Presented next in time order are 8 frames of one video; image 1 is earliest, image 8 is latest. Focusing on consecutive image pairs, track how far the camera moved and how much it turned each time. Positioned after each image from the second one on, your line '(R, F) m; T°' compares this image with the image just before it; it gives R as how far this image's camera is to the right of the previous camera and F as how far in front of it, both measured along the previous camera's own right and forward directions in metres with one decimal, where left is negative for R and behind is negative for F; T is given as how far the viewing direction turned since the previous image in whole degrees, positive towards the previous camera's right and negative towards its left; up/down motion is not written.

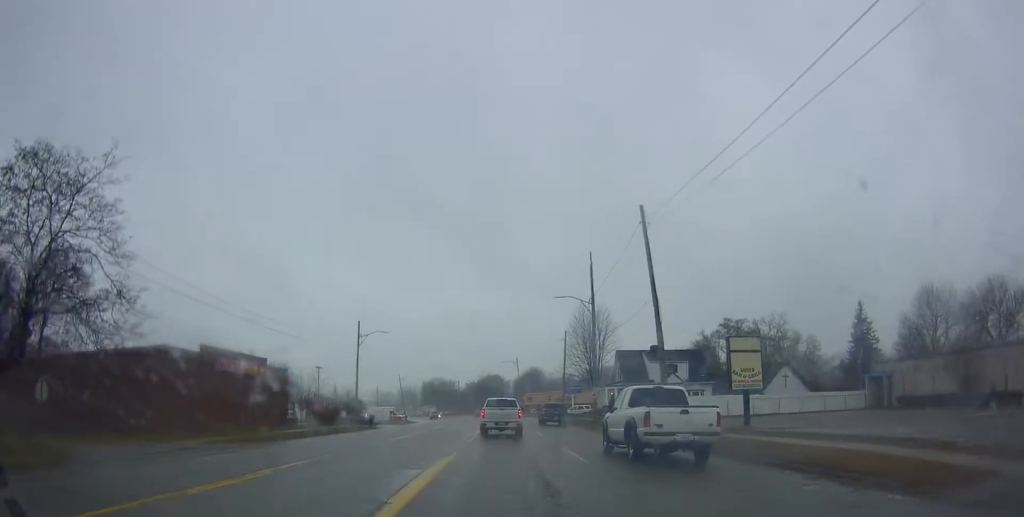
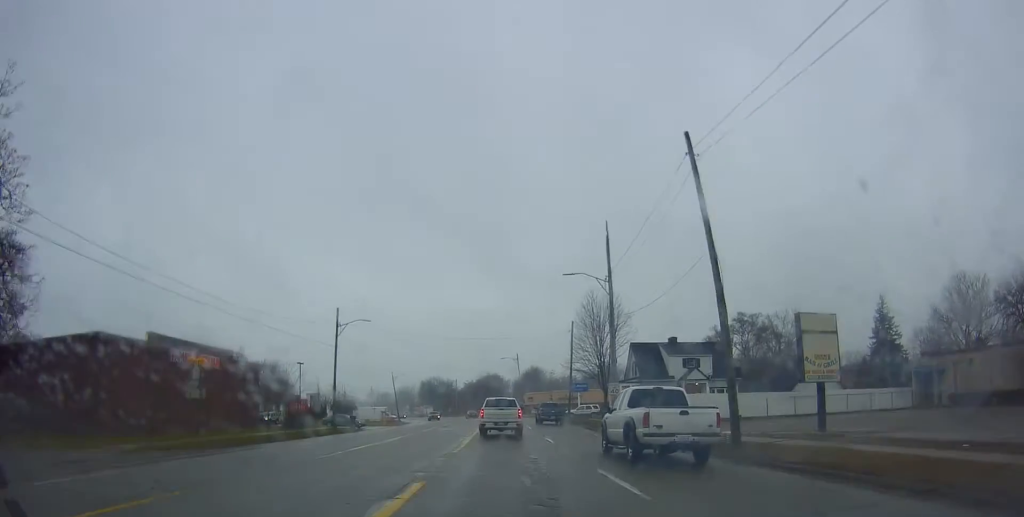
(0.0, +7.7) m; 0°
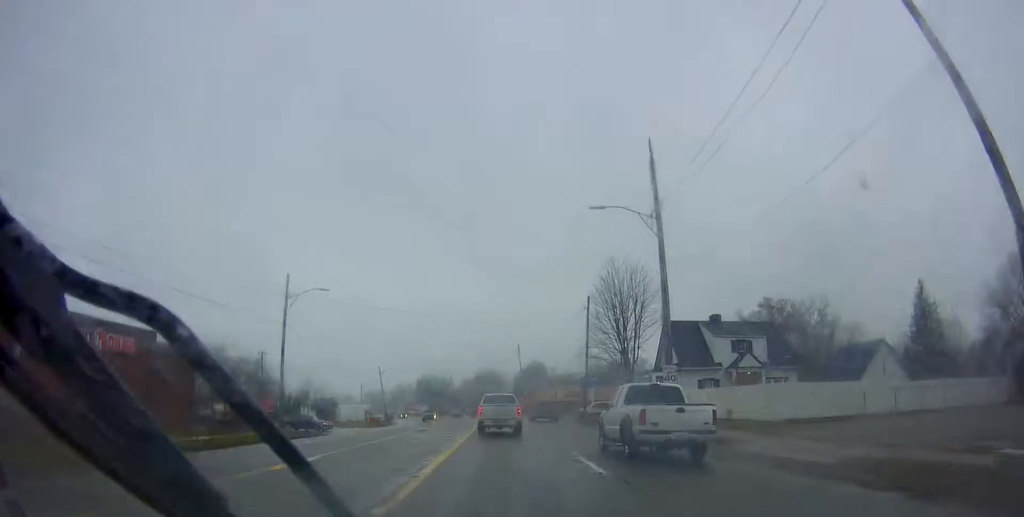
(0.0, +12.4) m; -1°
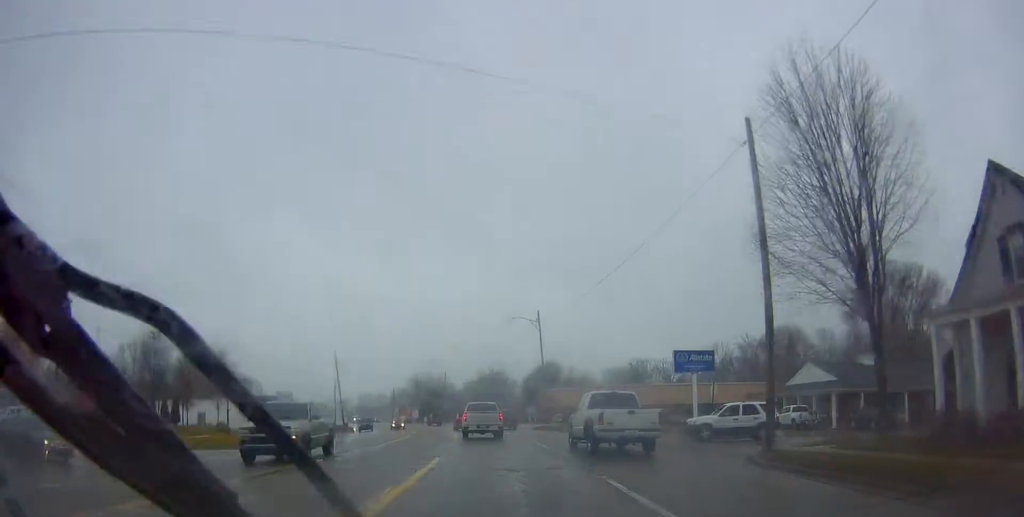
(+0.1, +34.2) m; 0°
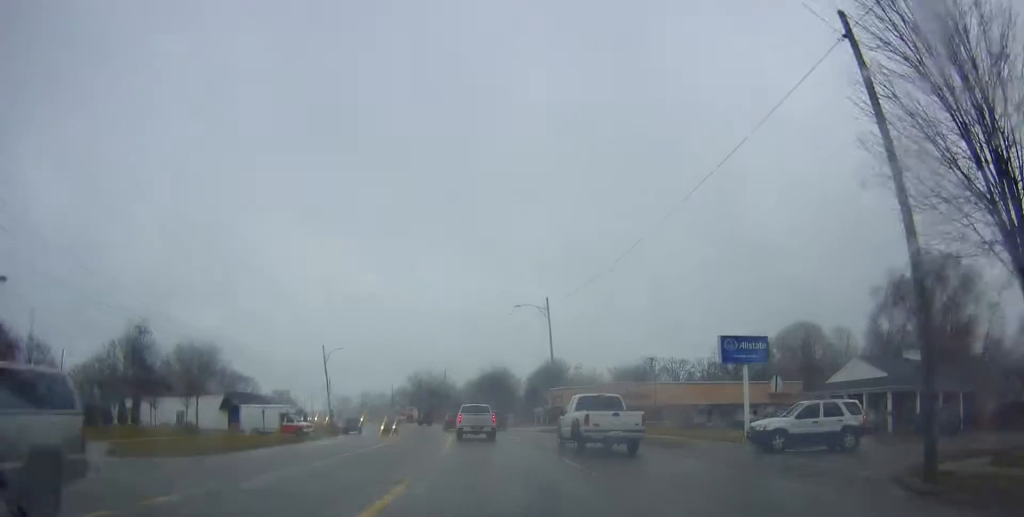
(+0.2, +6.8) m; -1°
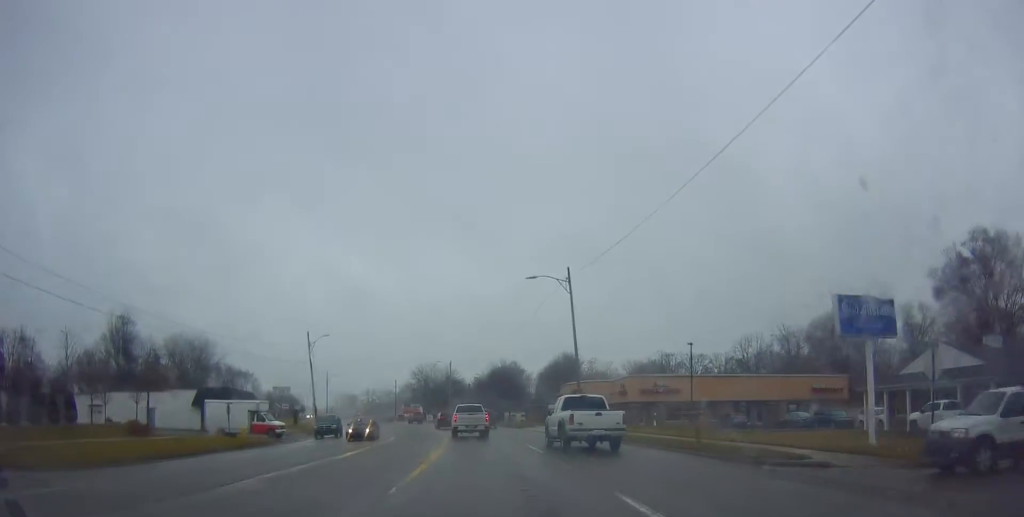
(-0.4, +9.3) m; -2°
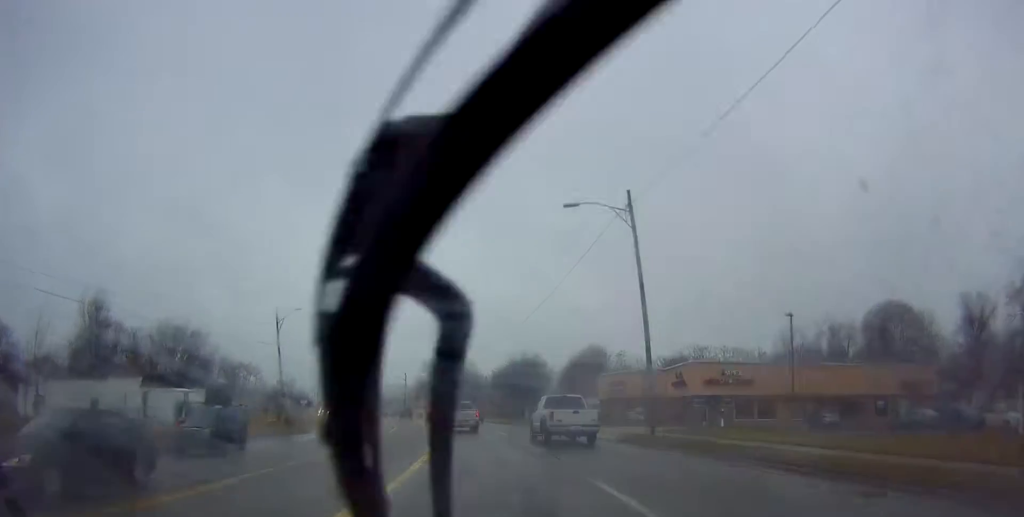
(-0.4, +14.4) m; -2°
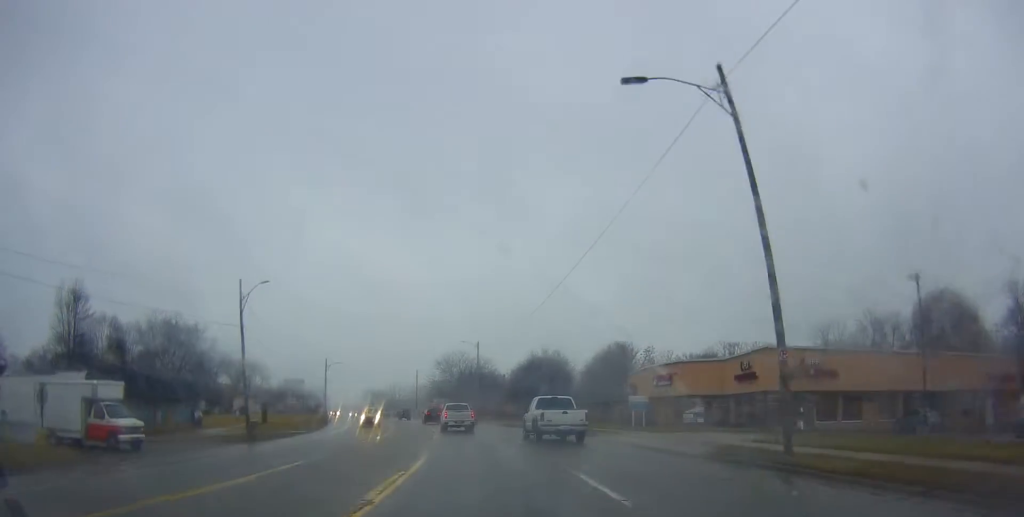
(0.0, +10.7) m; -1°
